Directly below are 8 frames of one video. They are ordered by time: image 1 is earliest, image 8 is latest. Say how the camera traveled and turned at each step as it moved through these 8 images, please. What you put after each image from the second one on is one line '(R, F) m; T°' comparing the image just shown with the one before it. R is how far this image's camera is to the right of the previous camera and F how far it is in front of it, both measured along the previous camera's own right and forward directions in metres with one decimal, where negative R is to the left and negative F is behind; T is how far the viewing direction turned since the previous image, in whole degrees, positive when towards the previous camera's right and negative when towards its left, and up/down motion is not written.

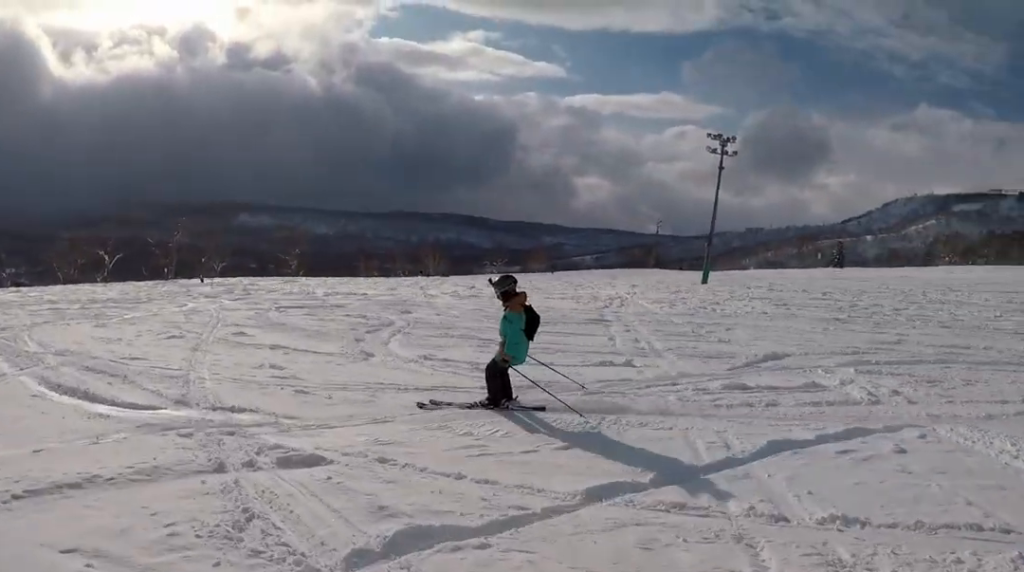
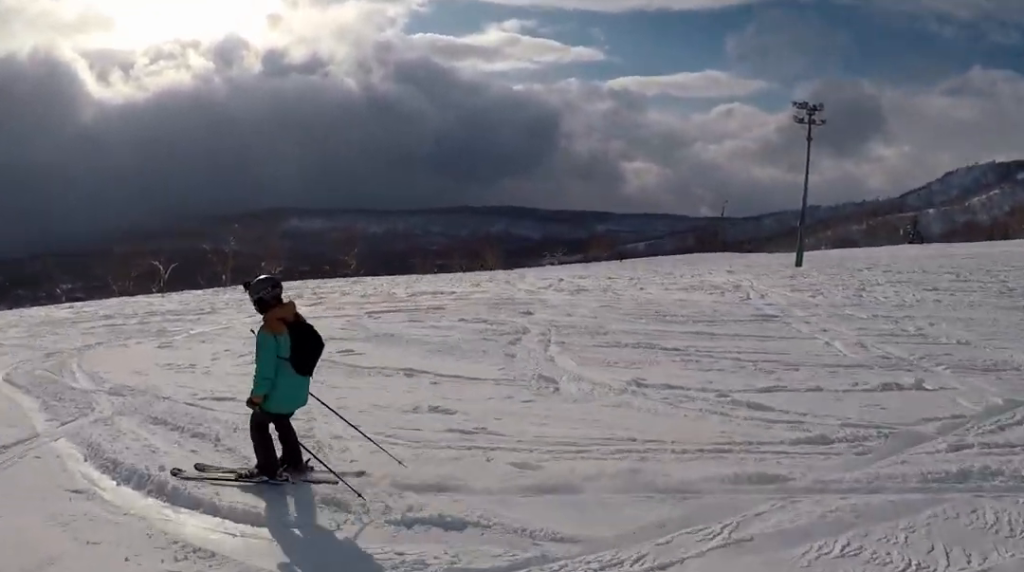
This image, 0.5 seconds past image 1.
(-0.1, +3.9) m; -4°
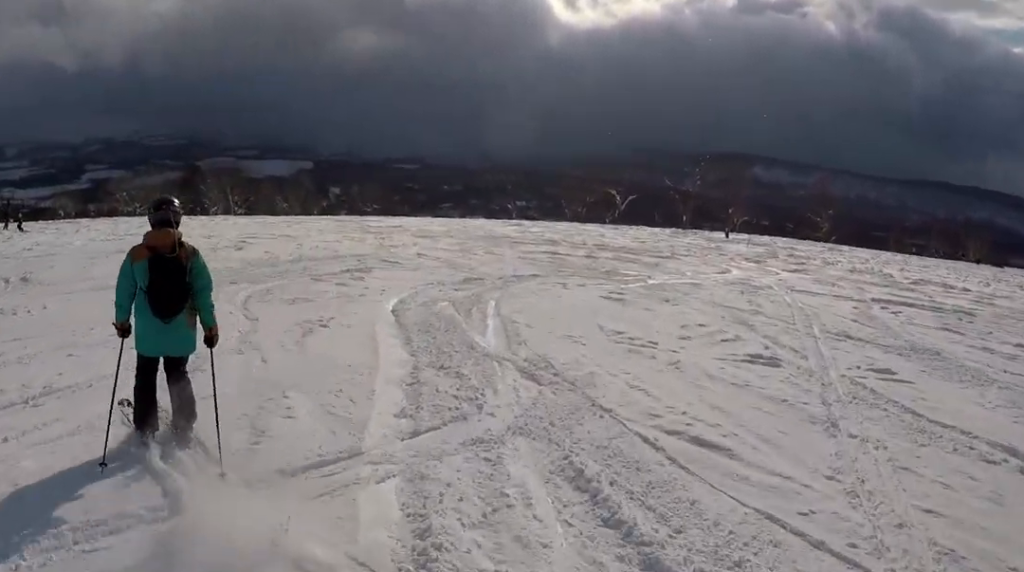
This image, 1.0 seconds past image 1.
(-0.1, +3.9) m; -7°
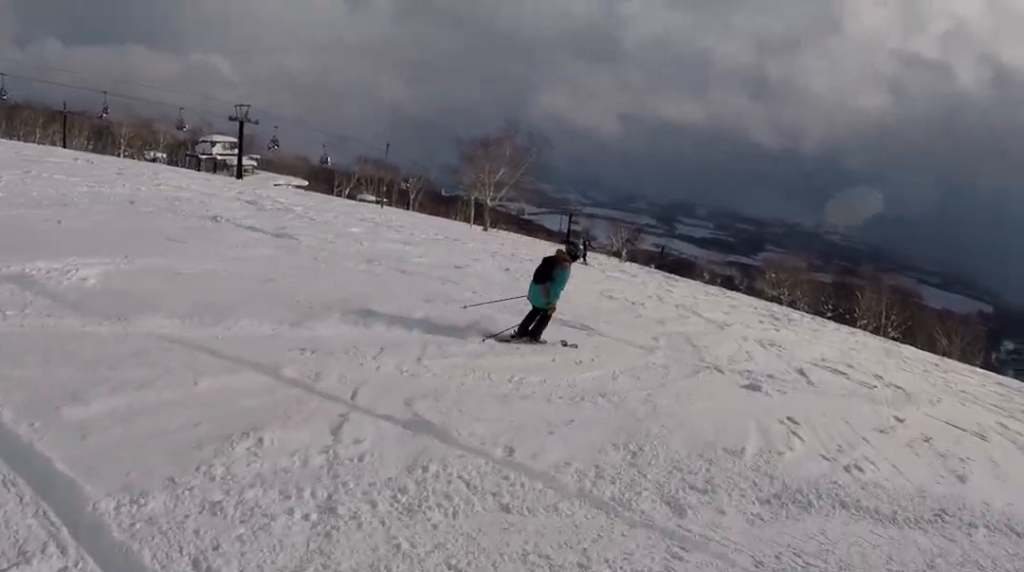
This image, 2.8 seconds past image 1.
(-3.8, +12.8) m; -14°
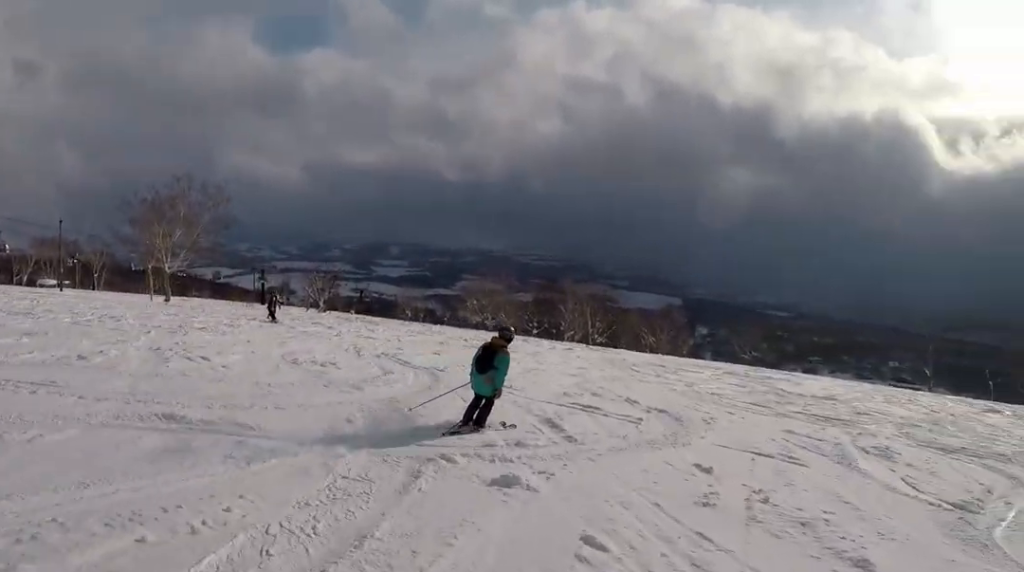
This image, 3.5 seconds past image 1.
(0.0, +4.1) m; +9°
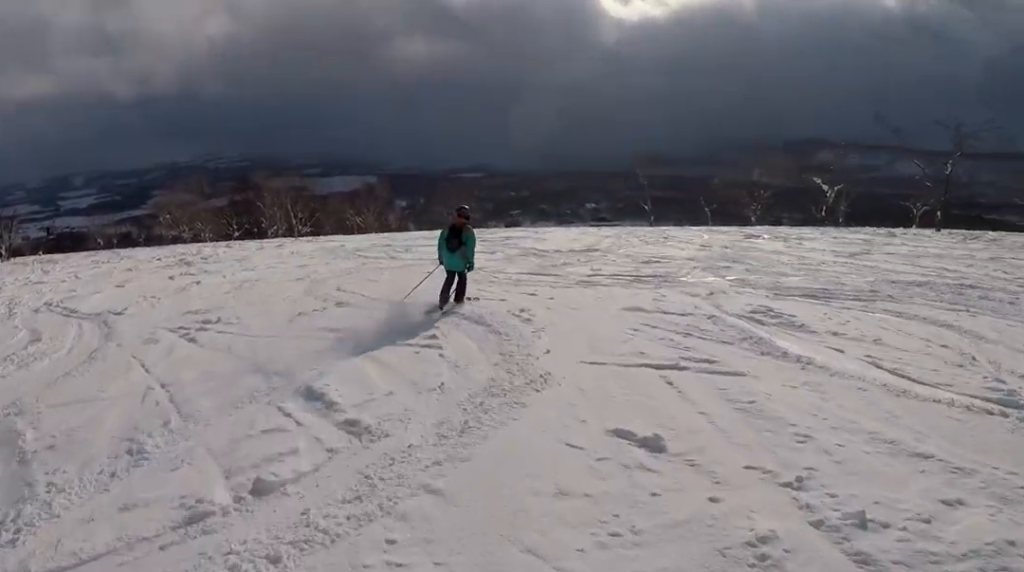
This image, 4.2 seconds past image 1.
(+1.7, +4.7) m; +15°
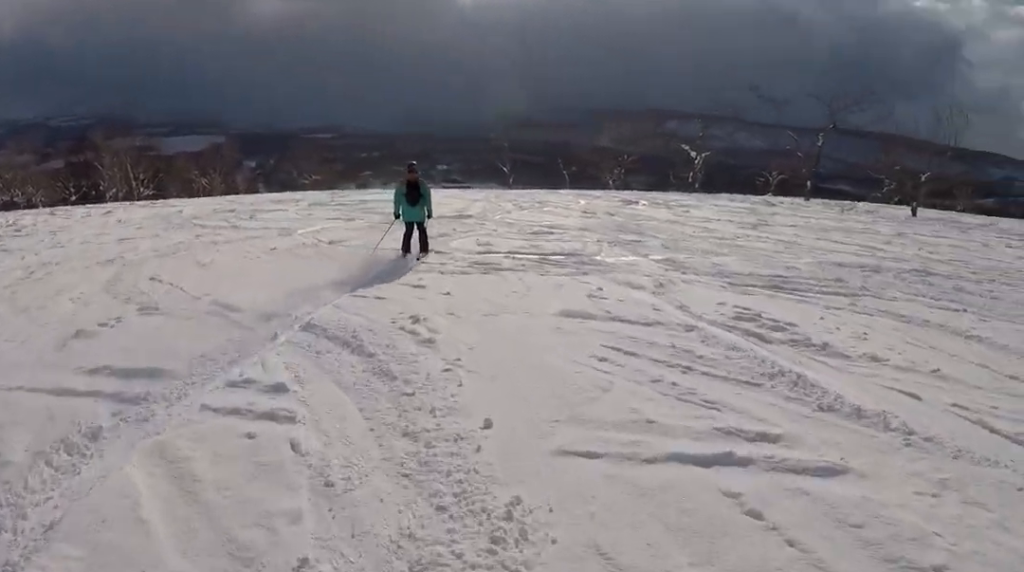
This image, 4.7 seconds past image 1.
(-0.3, +3.7) m; -3°
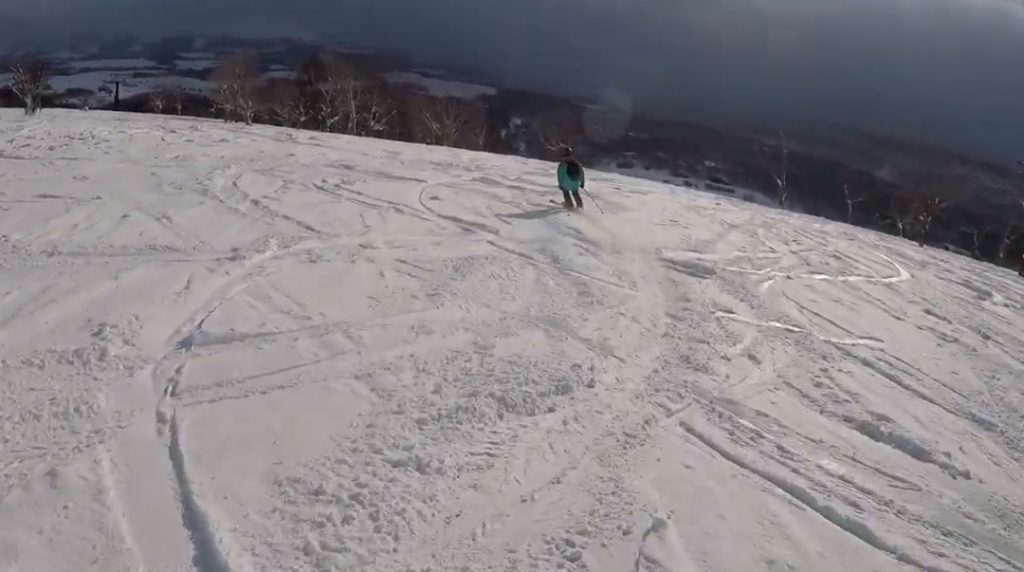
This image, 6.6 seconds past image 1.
(-1.1, +12.6) m; -16°
